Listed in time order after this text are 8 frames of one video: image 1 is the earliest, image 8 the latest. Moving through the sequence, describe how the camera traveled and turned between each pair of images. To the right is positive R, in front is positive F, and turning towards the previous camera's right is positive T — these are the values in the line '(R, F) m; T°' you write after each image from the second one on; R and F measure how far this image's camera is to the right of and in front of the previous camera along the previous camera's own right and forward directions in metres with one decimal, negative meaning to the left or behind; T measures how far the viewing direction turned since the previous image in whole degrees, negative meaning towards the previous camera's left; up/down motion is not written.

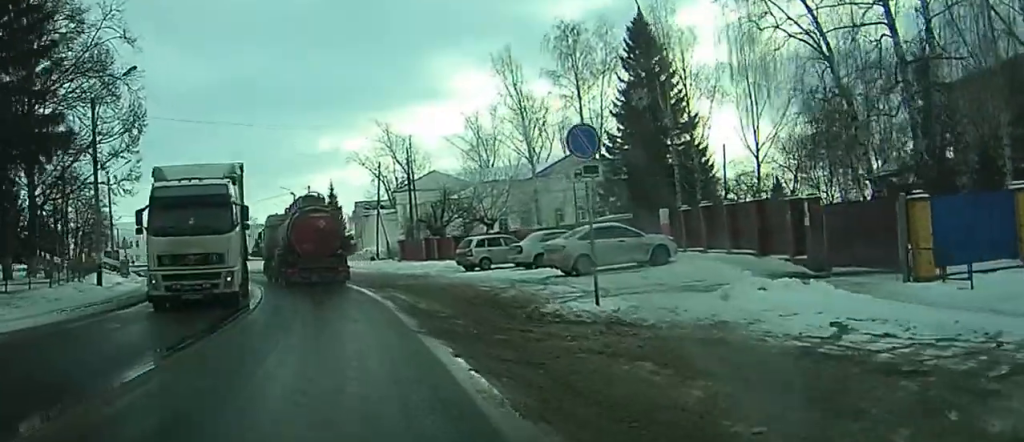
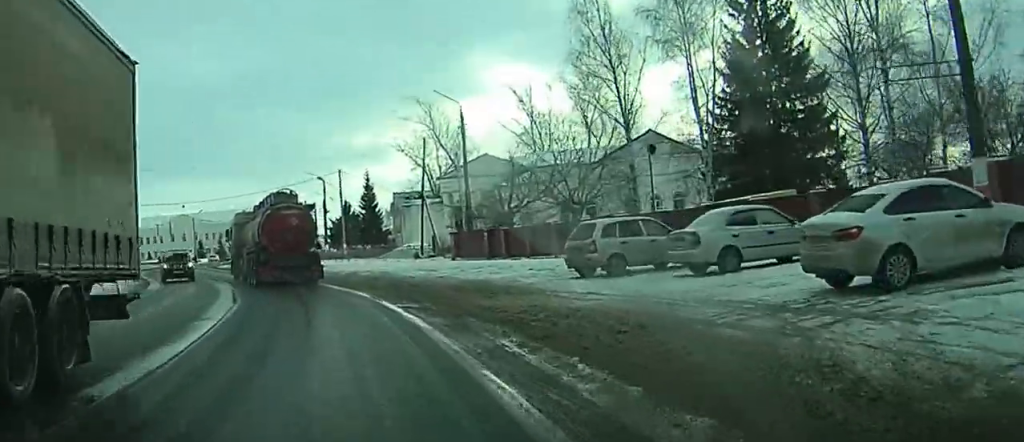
(-1.1, +10.4) m; 0°
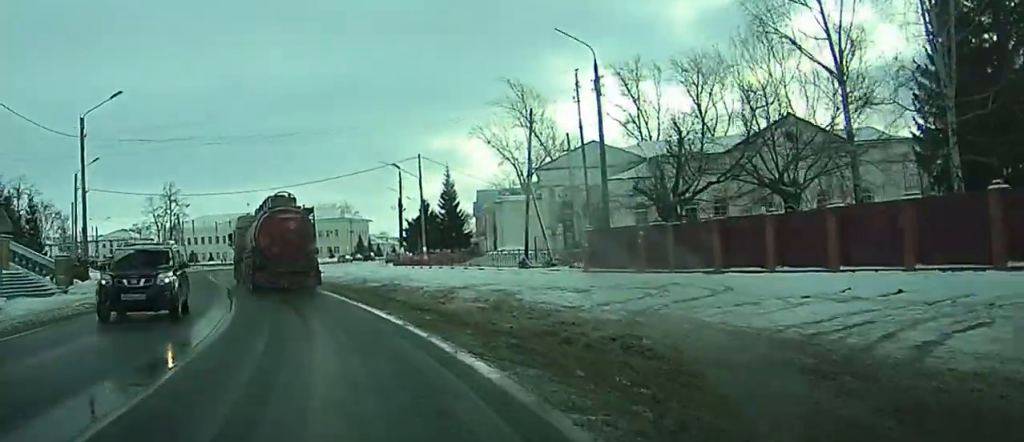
(+1.2, +10.3) m; +12°
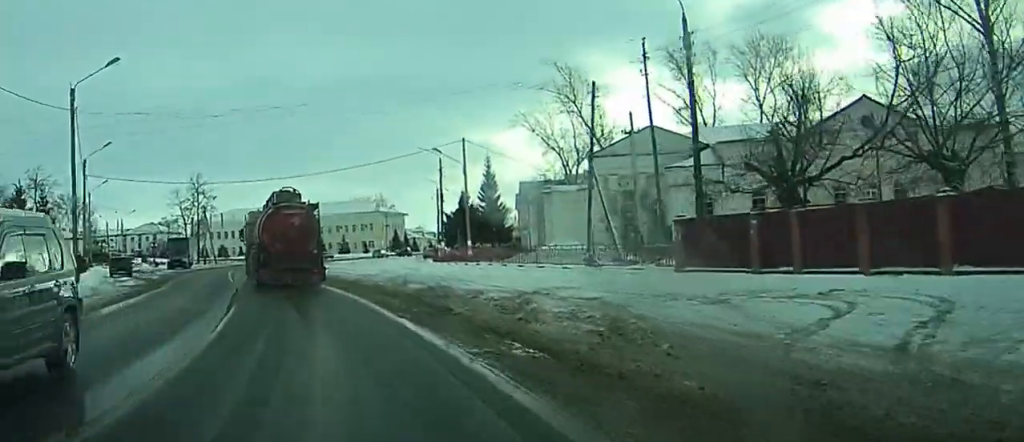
(+0.1, +4.7) m; 0°
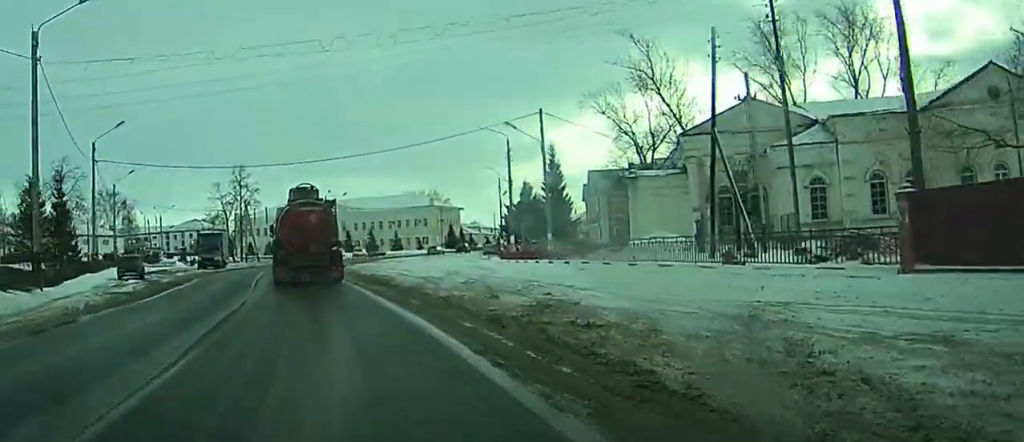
(-0.1, +7.6) m; -1°
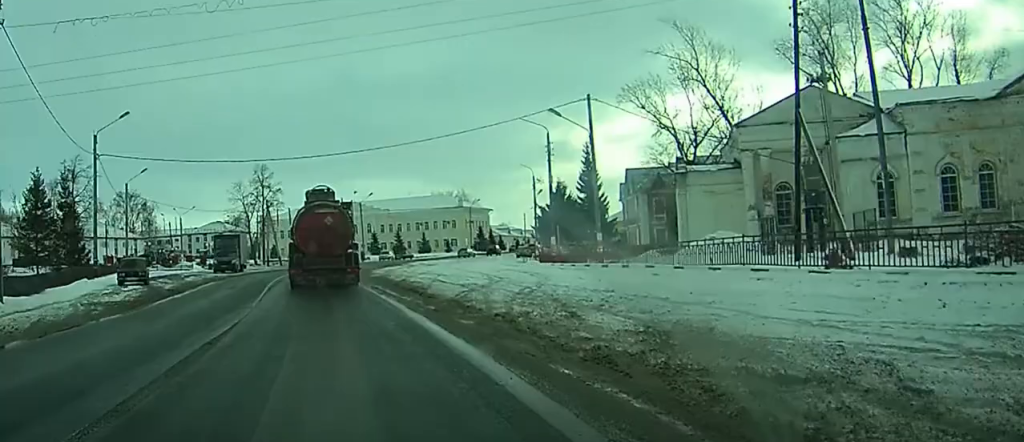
(-0.2, +4.3) m; 0°
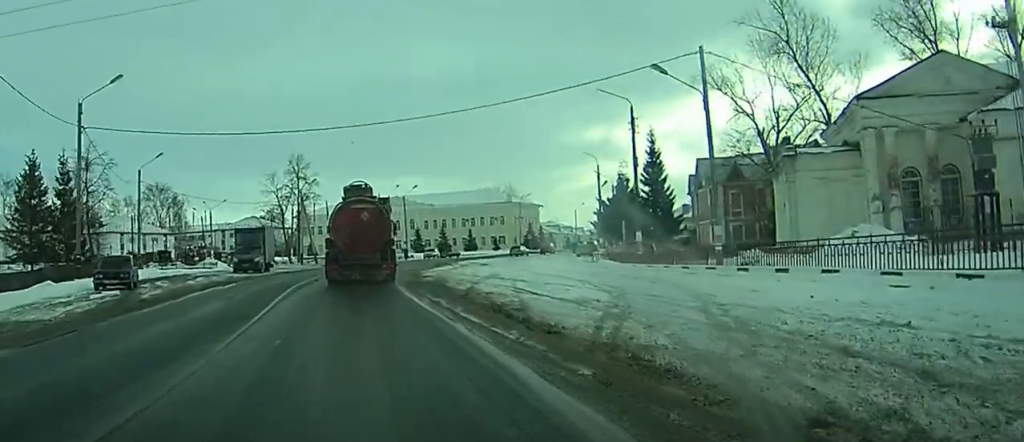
(+0.3, +9.7) m; +8°
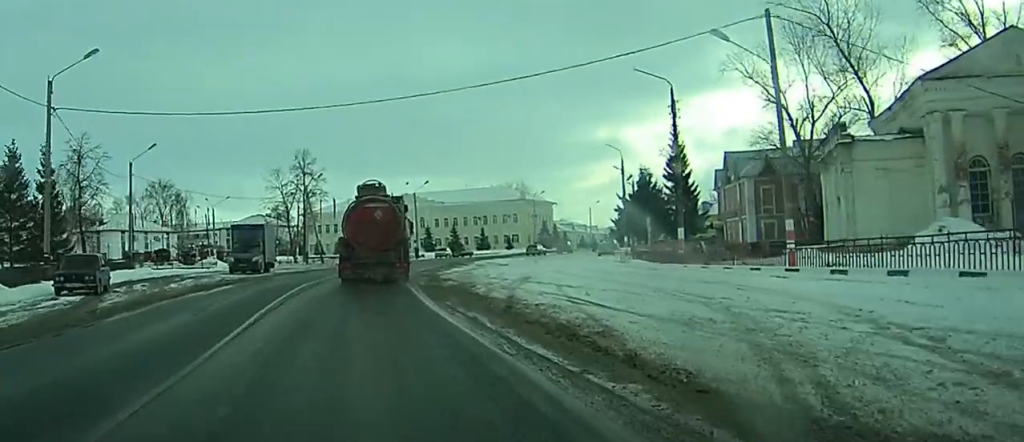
(+0.3, +5.8) m; +3°
